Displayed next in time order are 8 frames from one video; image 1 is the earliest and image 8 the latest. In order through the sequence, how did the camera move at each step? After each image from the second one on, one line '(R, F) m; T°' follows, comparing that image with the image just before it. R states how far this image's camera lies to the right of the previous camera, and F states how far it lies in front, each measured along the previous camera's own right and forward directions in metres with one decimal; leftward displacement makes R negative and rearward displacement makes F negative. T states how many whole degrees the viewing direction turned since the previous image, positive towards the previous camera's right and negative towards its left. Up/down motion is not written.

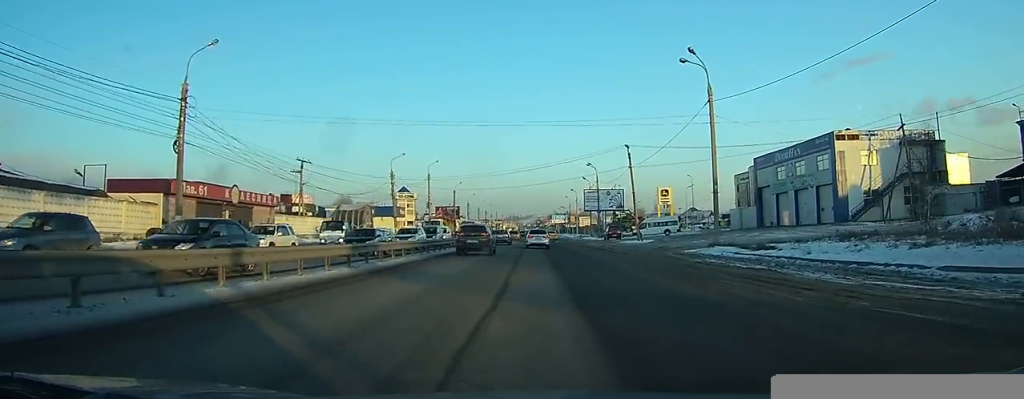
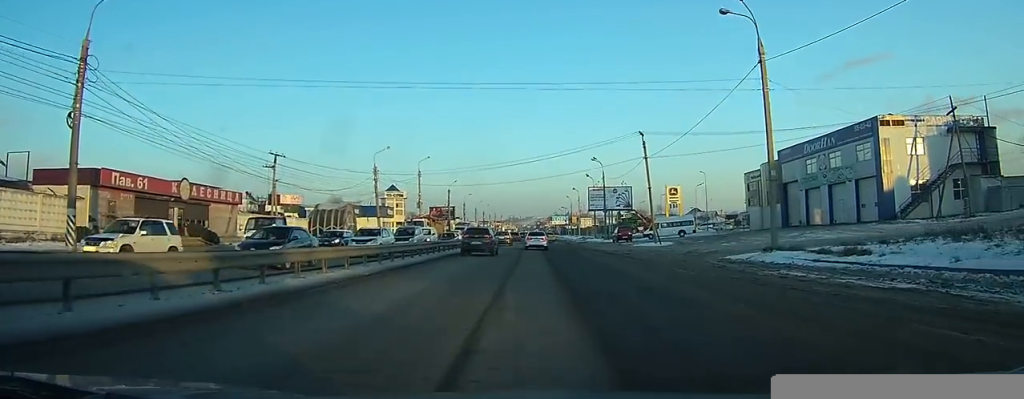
(0.0, +7.8) m; 0°
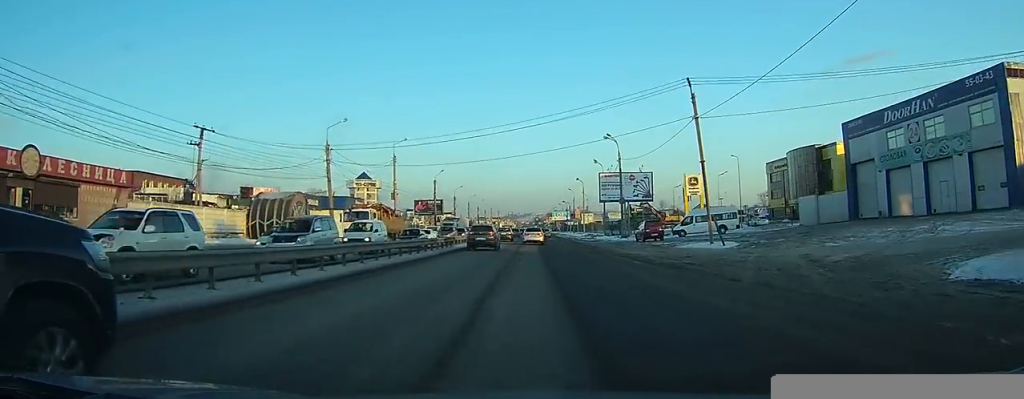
(-0.1, +15.5) m; 0°
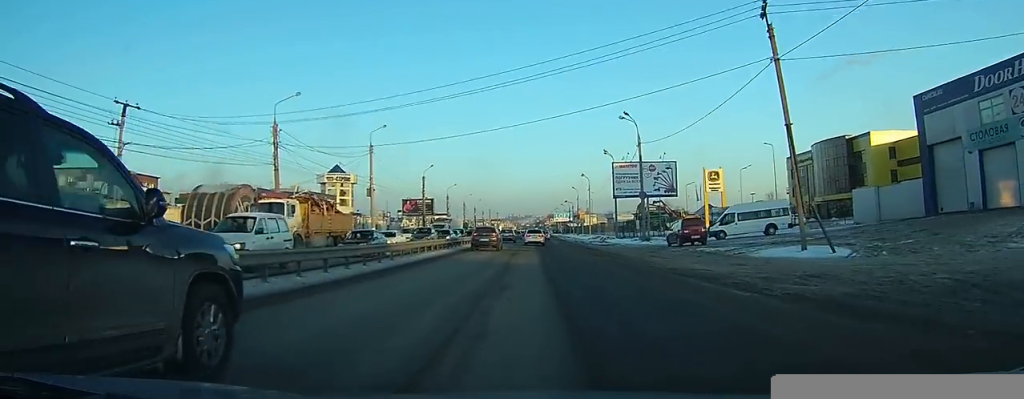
(0.0, +11.4) m; 0°
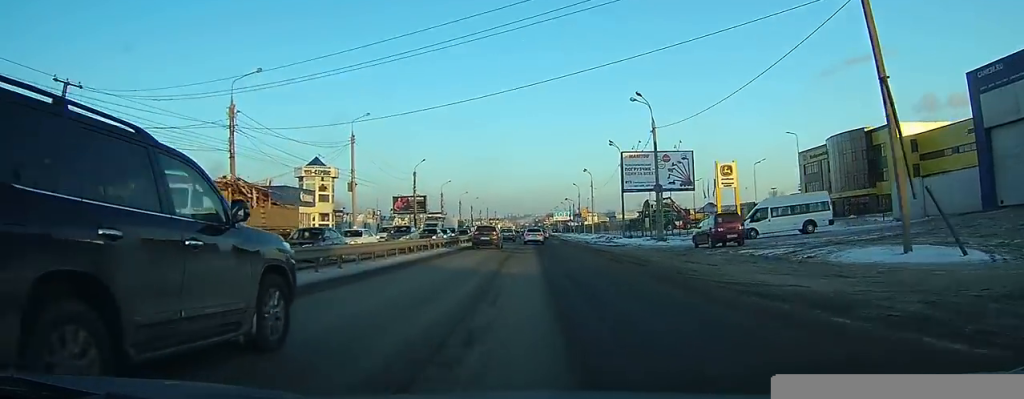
(0.0, +6.5) m; 0°
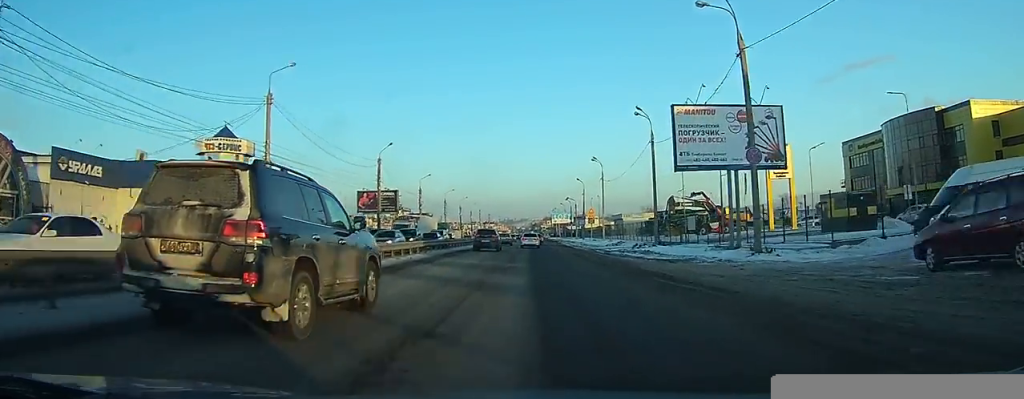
(+0.1, +19.1) m; +1°
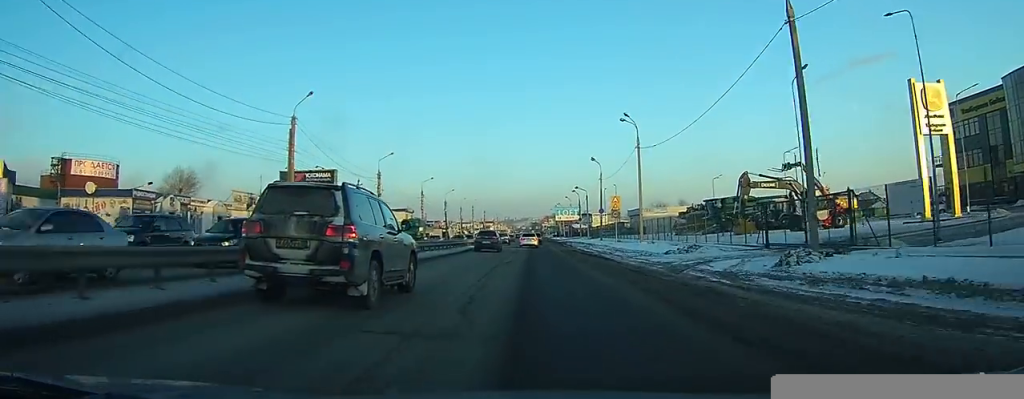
(+0.3, +25.8) m; +1°
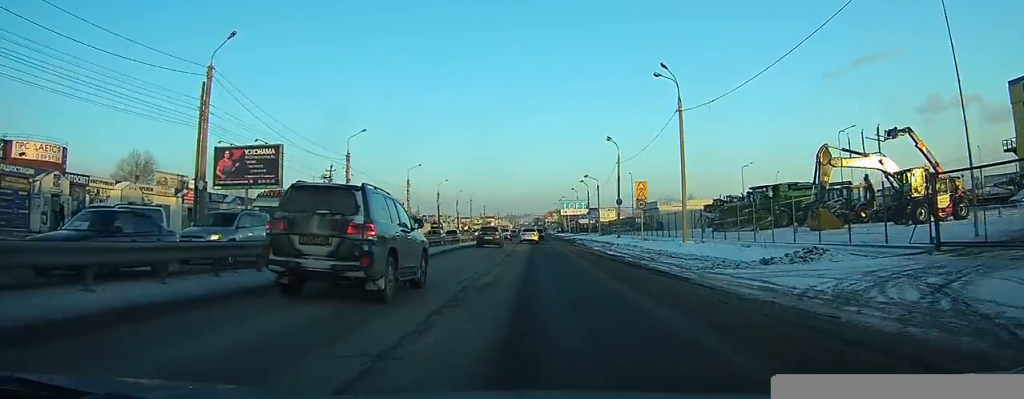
(0.0, +13.3) m; 0°
